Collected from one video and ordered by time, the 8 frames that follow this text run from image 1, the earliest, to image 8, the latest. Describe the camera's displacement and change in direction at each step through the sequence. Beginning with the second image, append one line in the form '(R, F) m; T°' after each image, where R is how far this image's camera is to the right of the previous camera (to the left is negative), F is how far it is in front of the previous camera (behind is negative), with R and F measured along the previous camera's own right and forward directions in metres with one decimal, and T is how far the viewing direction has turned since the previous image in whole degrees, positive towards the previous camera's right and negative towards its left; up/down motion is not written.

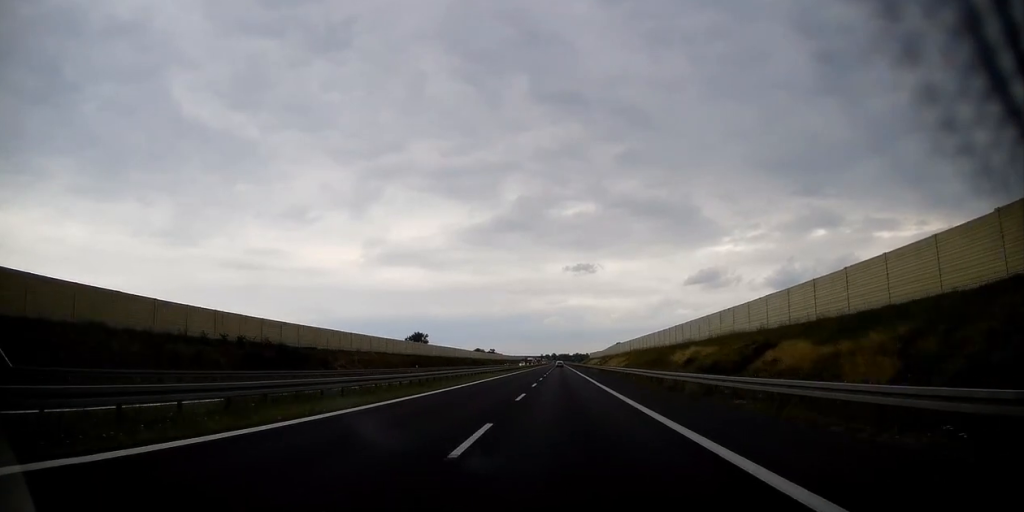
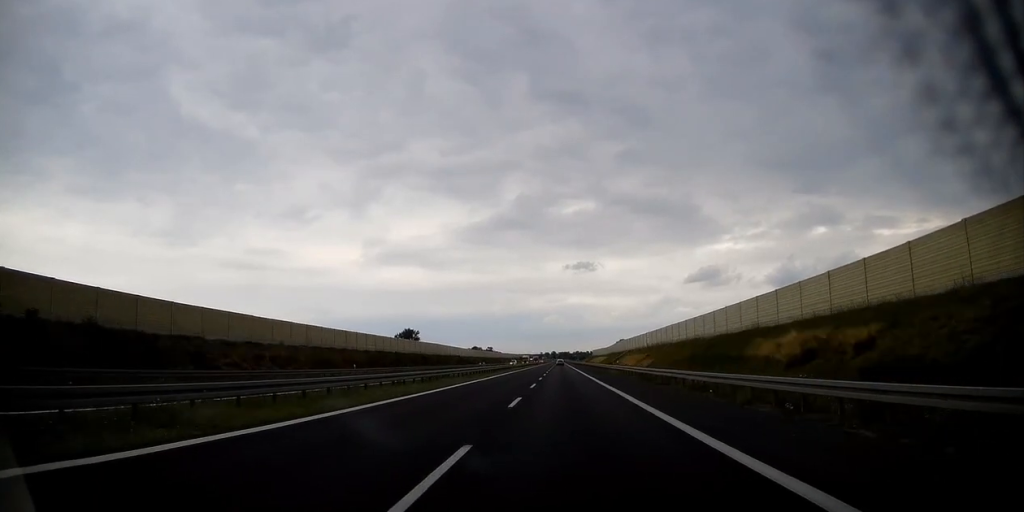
(+0.1, +27.6) m; 0°
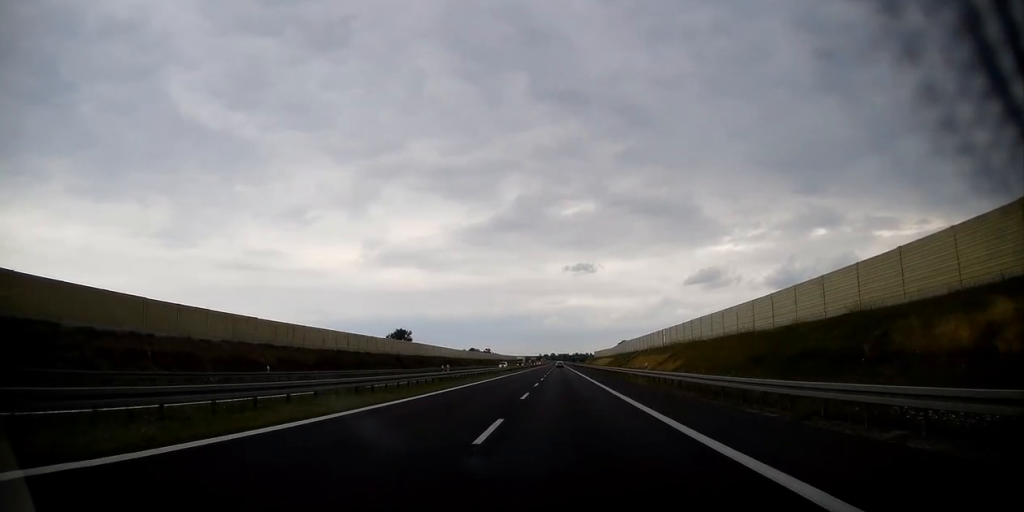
(+0.1, +19.1) m; 0°
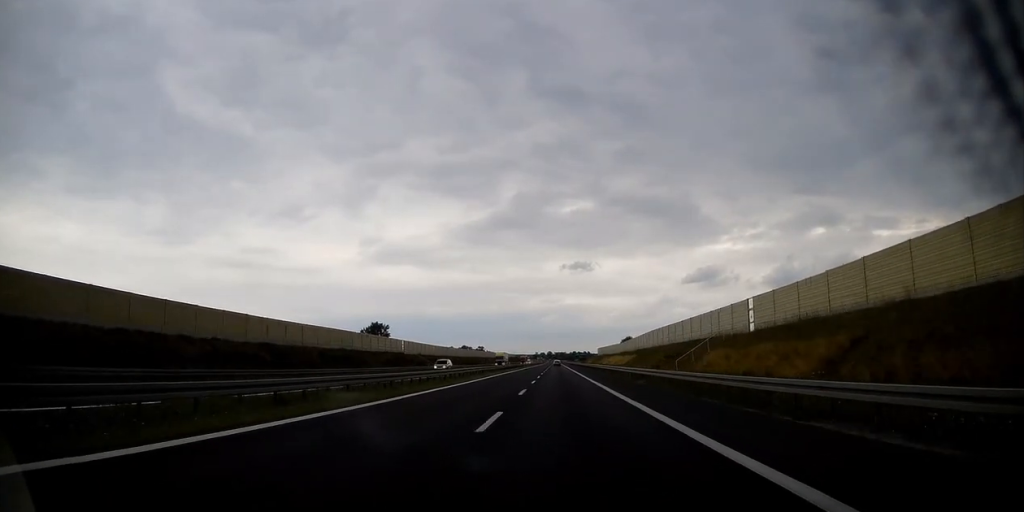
(-0.1, +46.6) m; 0°
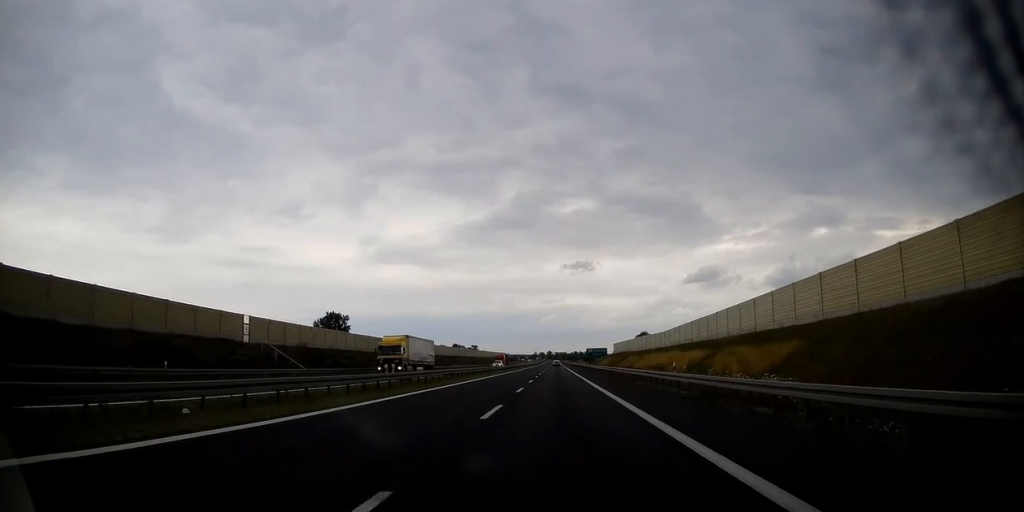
(-0.1, +69.3) m; 0°
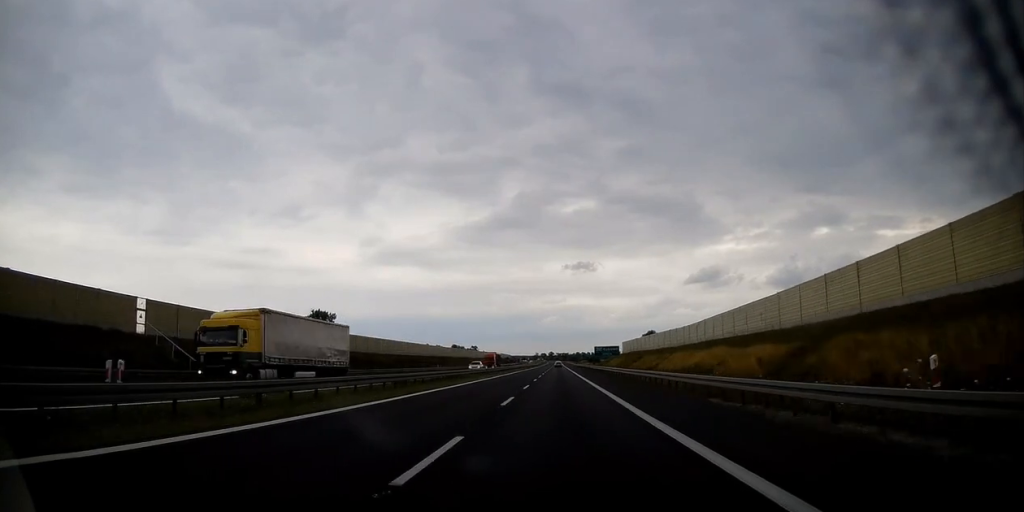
(-0.2, +19.2) m; 0°
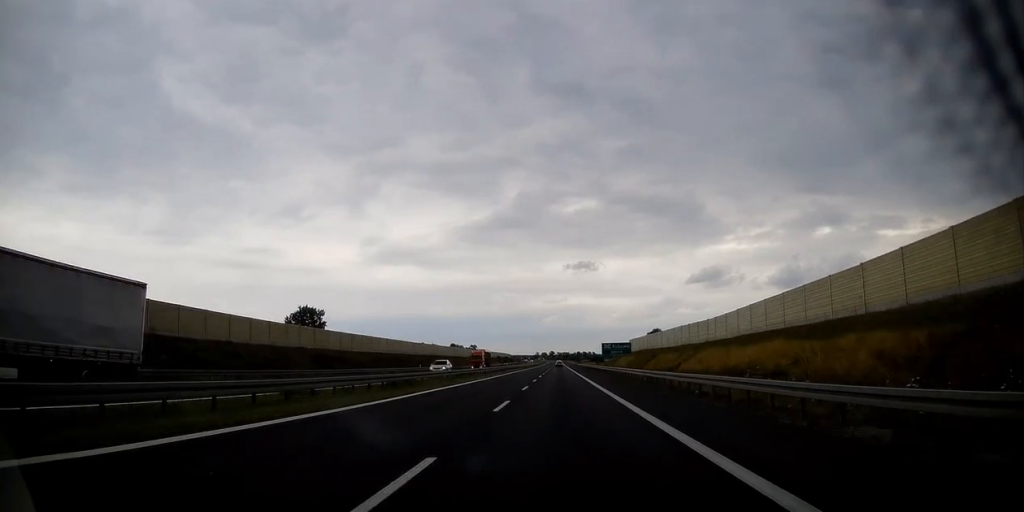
(+0.1, +14.4) m; 0°
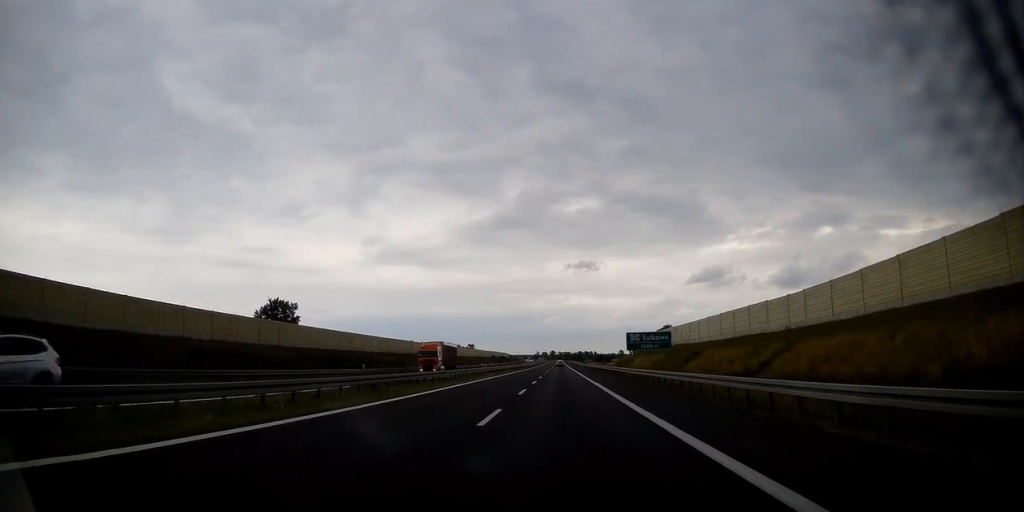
(+0.1, +27.6) m; 0°
